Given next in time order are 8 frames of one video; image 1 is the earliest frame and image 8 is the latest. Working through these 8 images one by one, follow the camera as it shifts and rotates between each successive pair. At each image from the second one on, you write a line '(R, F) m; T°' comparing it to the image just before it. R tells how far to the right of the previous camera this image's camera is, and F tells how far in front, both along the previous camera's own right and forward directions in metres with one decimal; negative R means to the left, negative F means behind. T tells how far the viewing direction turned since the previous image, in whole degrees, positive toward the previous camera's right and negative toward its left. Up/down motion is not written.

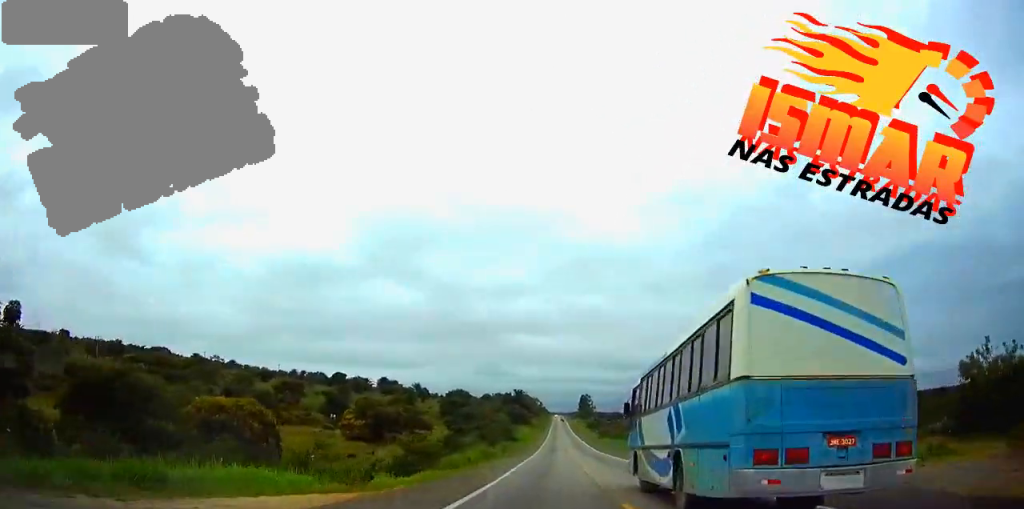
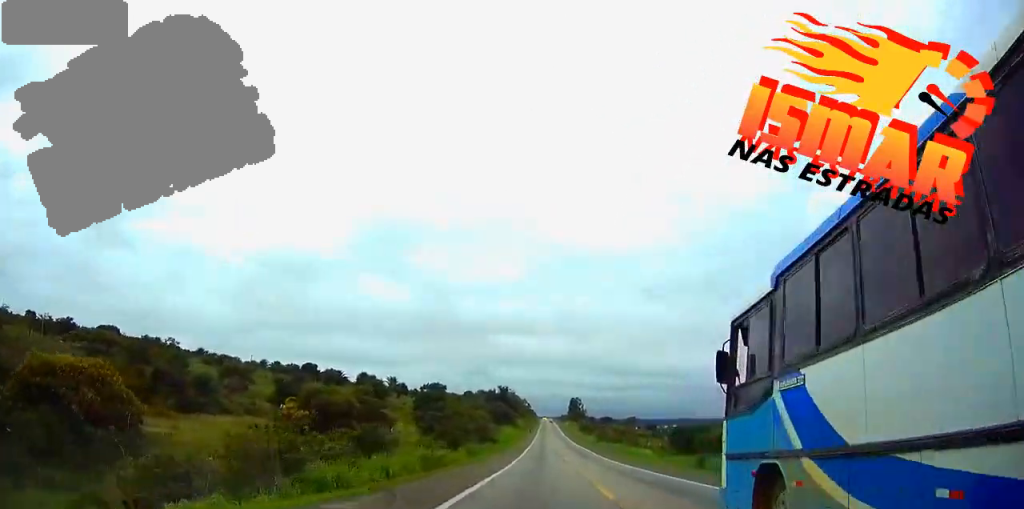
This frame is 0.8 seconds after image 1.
(+0.2, +27.2) m; +1°
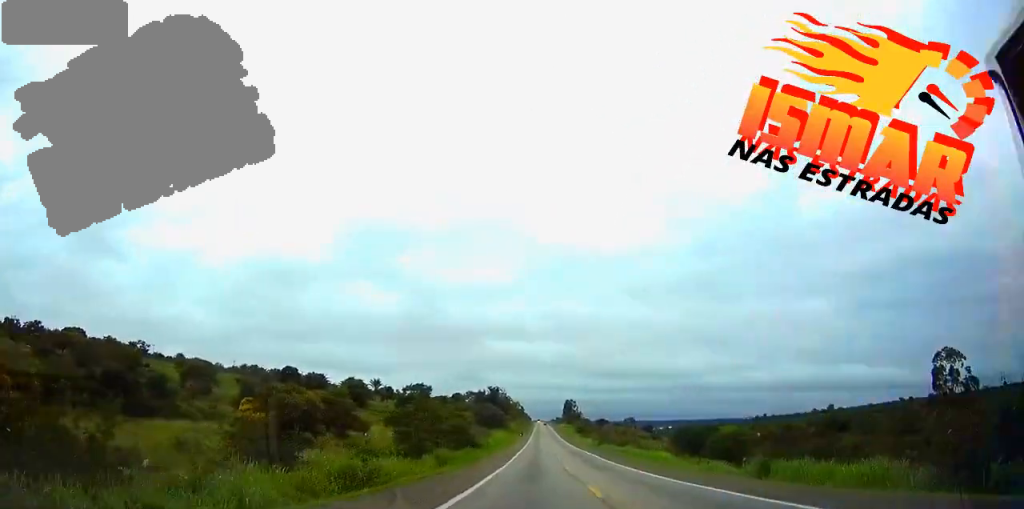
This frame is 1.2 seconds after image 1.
(+0.1, +15.4) m; 0°
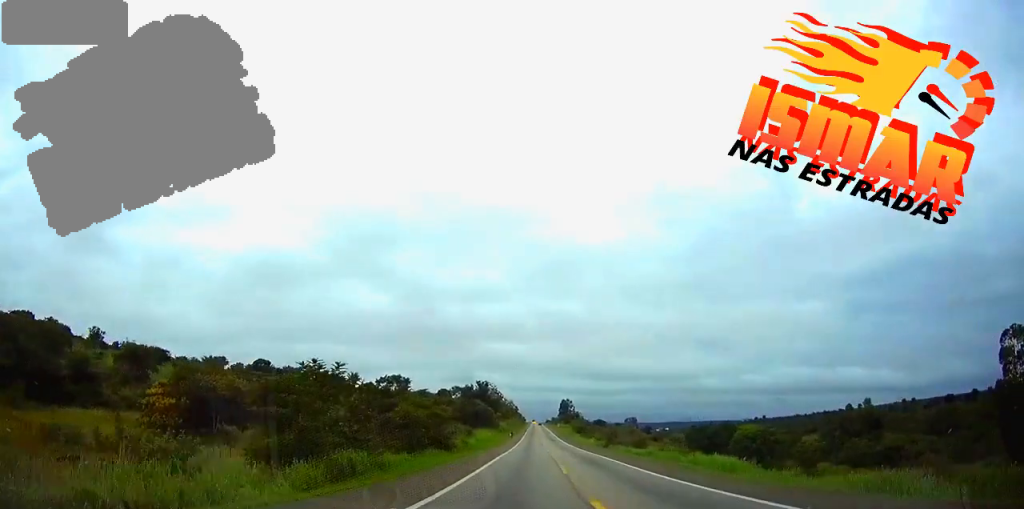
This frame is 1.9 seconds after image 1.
(+0.1, +23.9) m; 0°
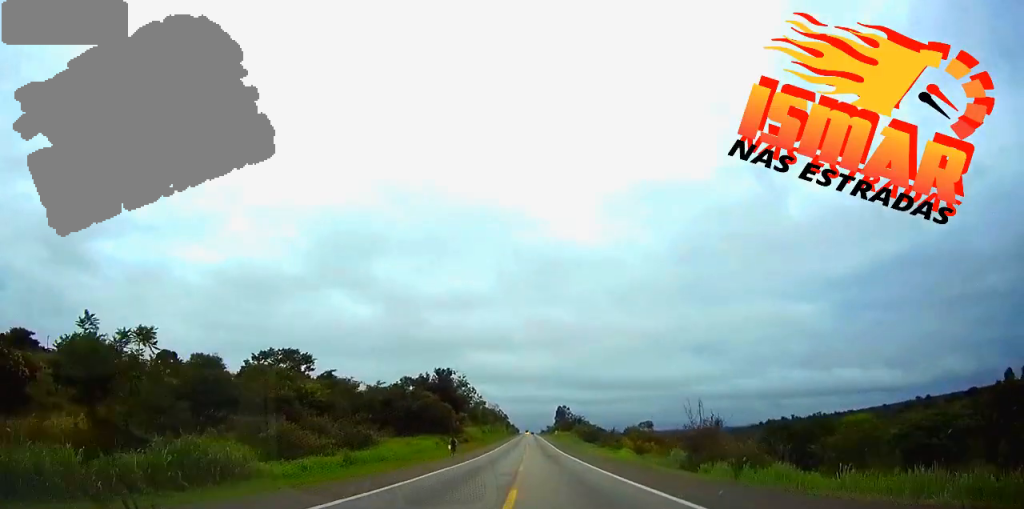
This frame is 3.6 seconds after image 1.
(+0.4, +63.9) m; 0°
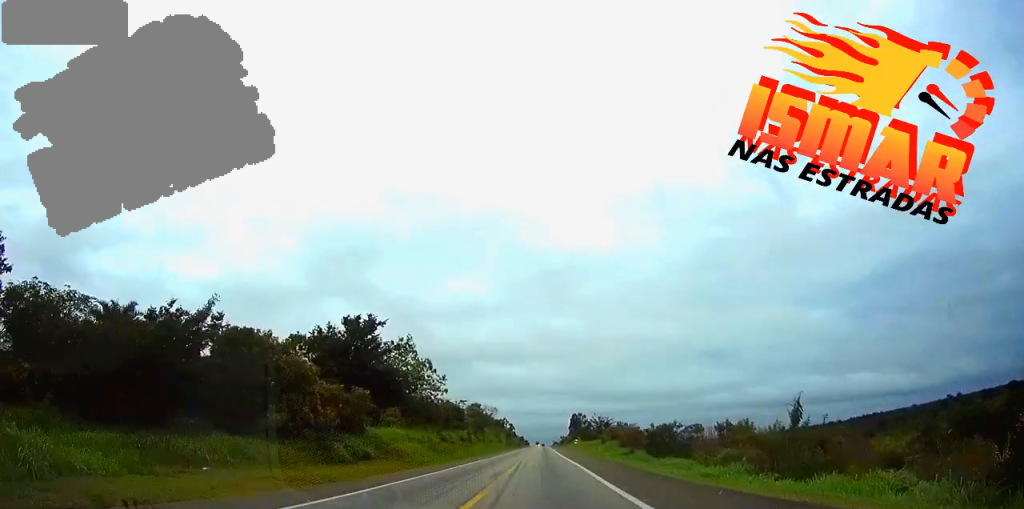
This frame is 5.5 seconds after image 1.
(-0.3, +66.9) m; -1°
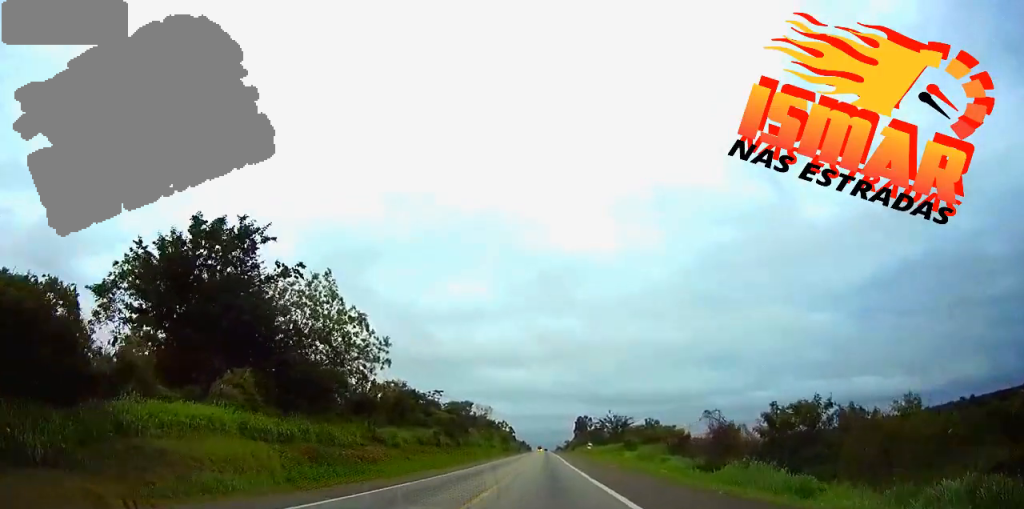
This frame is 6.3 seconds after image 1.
(-0.1, +31.7) m; 0°
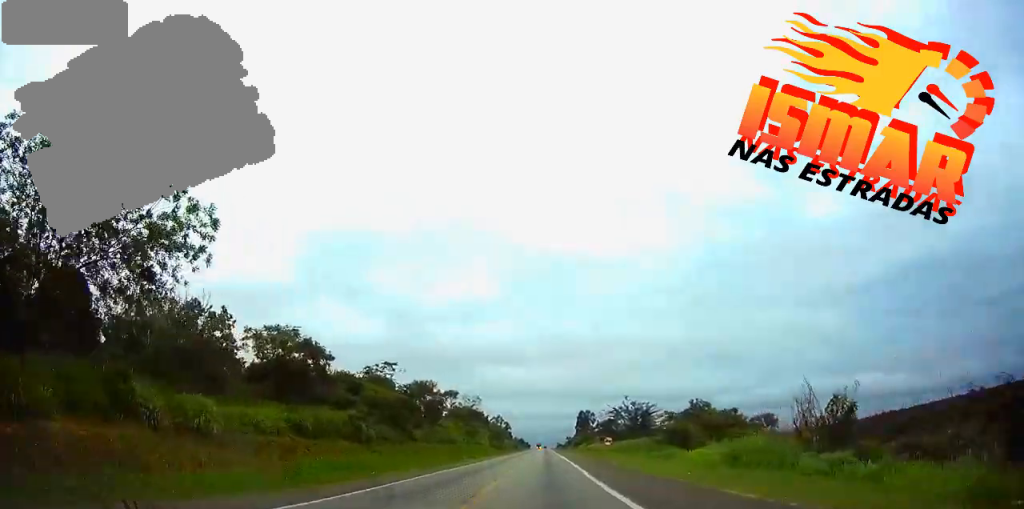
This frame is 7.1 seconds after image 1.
(0.0, +29.2) m; 0°
